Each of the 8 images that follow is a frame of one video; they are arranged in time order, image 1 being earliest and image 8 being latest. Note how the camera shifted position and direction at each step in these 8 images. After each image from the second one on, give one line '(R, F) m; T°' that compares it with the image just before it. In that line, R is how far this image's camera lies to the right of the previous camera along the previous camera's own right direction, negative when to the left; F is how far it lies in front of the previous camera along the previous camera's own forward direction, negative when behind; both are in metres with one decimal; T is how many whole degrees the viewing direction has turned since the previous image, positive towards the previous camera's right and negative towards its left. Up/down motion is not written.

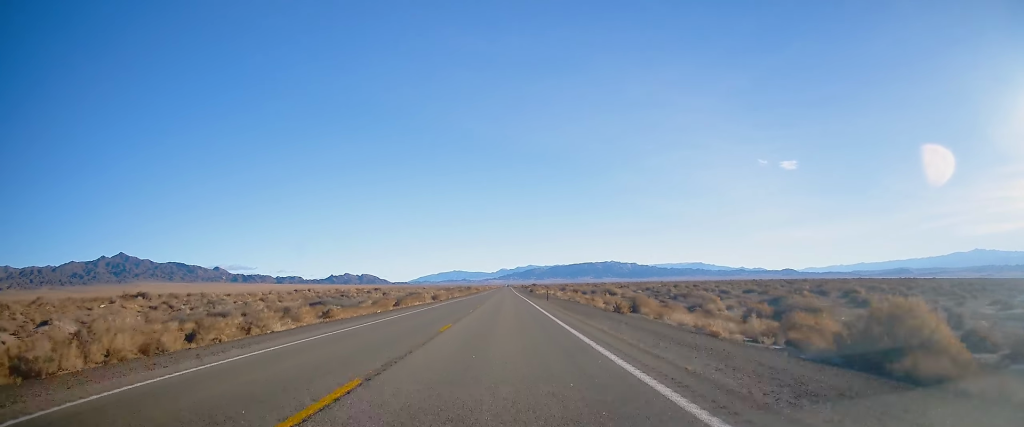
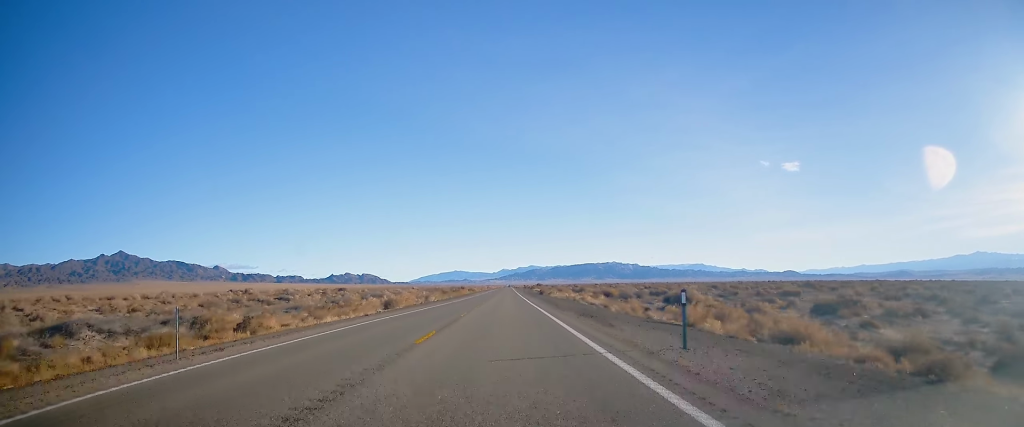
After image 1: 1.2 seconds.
(-0.3, +39.9) m; -1°
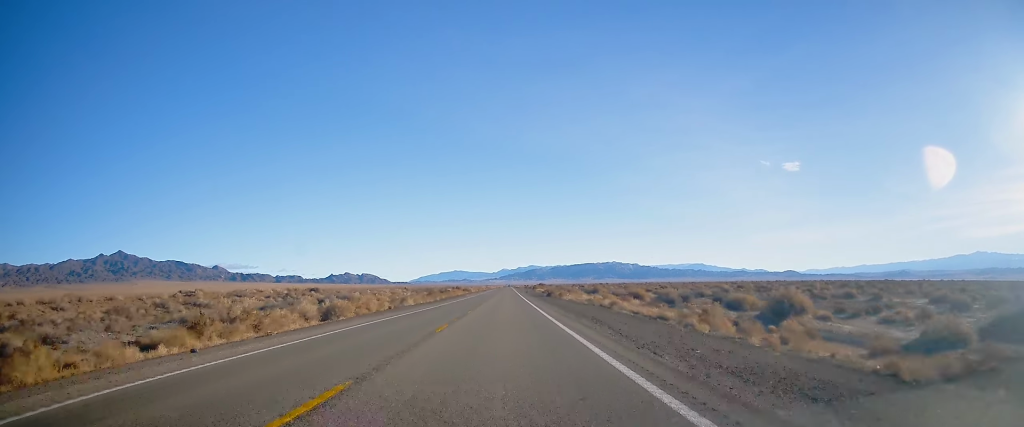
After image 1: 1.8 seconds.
(-0.1, +20.6) m; 0°
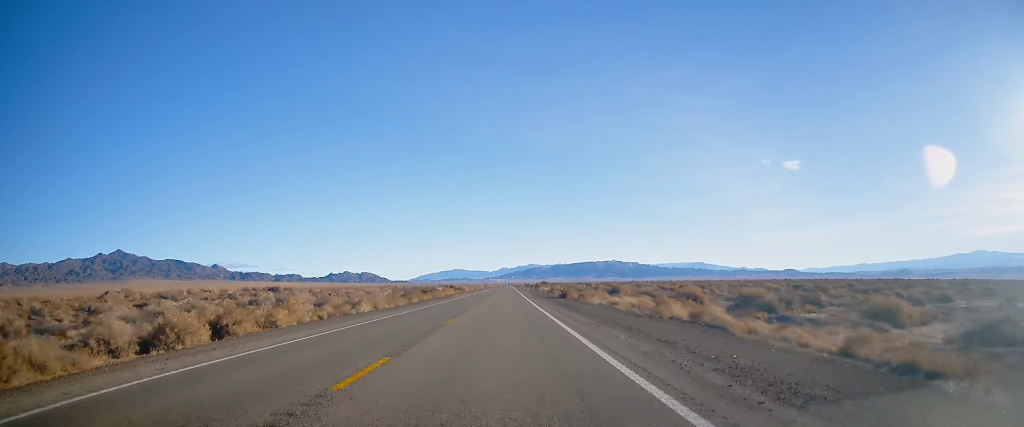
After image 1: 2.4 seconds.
(0.0, +21.8) m; 0°
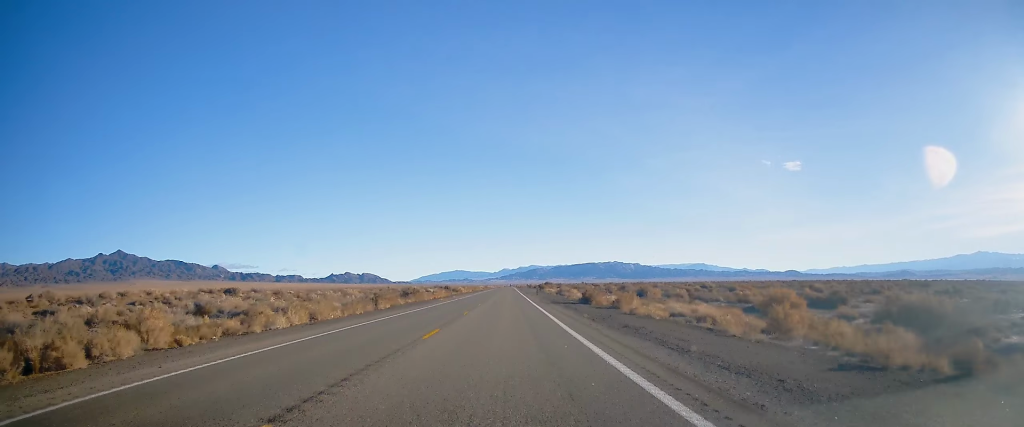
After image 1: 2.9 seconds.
(0.0, +17.2) m; 0°
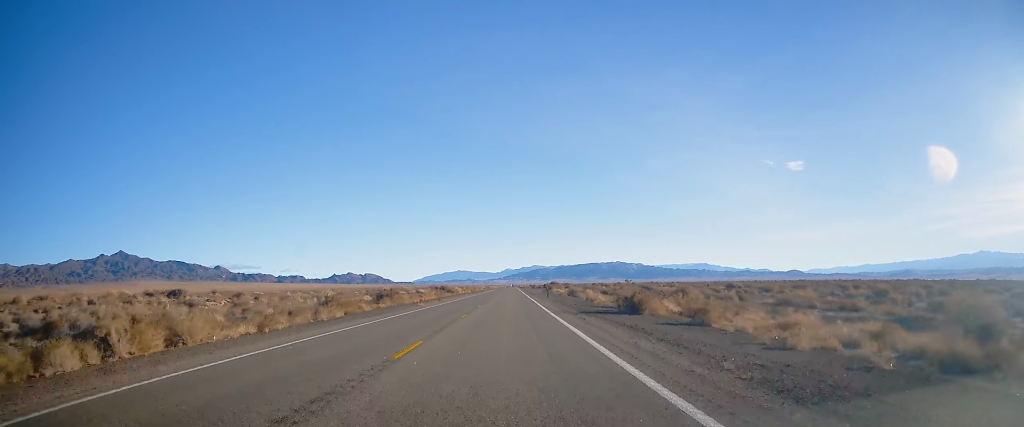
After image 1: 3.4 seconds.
(0.0, +16.0) m; 0°
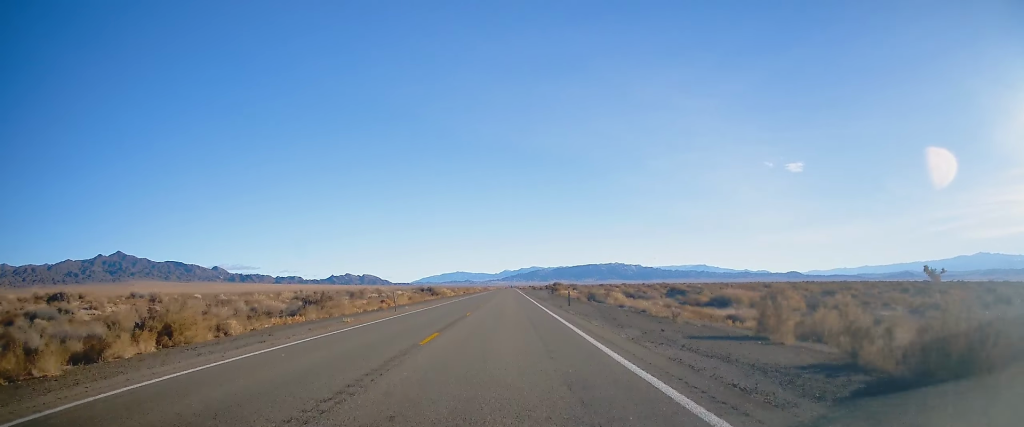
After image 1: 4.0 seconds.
(+0.1, +21.8) m; 0°
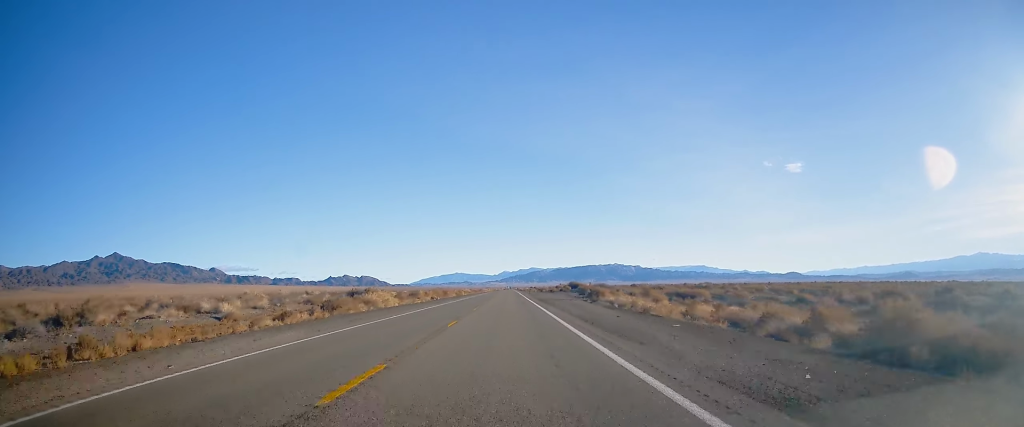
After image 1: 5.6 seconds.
(+0.4, +55.1) m; 0°
